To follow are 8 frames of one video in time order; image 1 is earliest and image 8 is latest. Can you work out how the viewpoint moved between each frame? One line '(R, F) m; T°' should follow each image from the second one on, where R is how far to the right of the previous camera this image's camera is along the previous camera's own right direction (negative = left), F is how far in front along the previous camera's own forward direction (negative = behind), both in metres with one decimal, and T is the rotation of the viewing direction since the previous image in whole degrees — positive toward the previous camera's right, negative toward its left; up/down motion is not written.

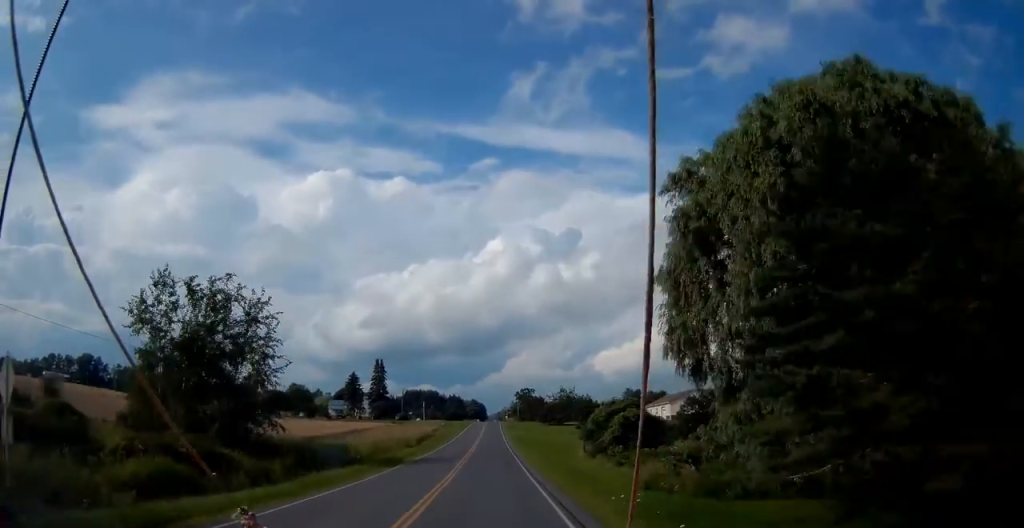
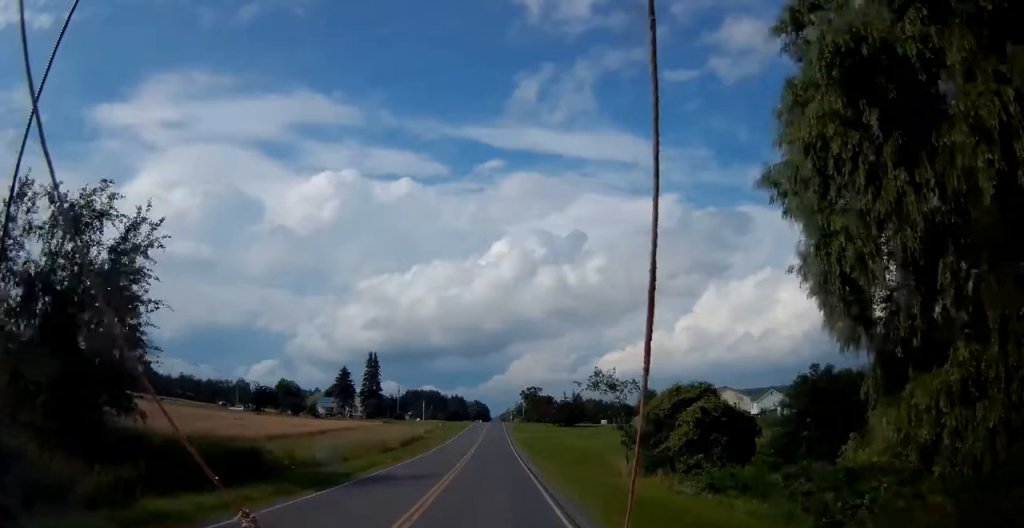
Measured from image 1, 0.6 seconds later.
(0.0, +14.1) m; 0°
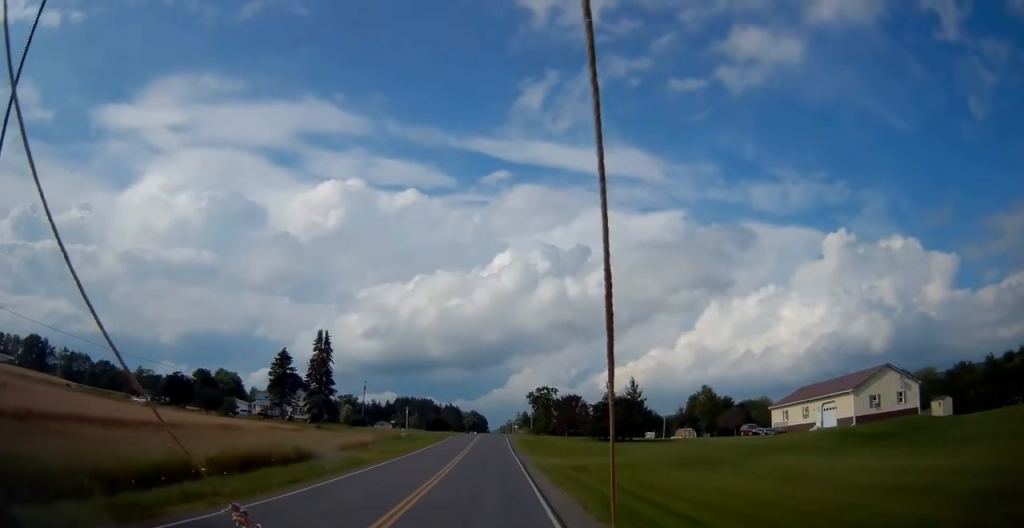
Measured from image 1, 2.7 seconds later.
(+0.2, +44.4) m; 0°
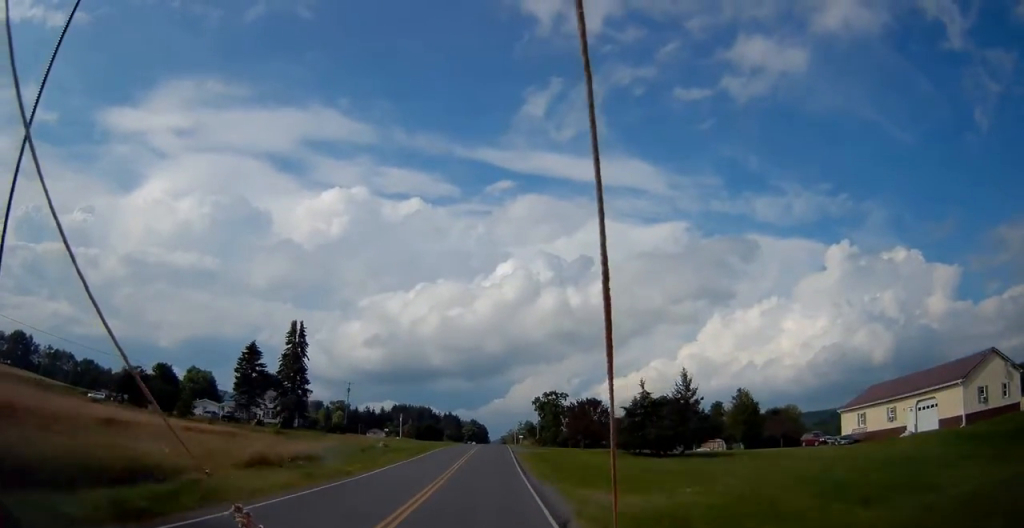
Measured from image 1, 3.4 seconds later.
(-0.2, +15.5) m; 0°
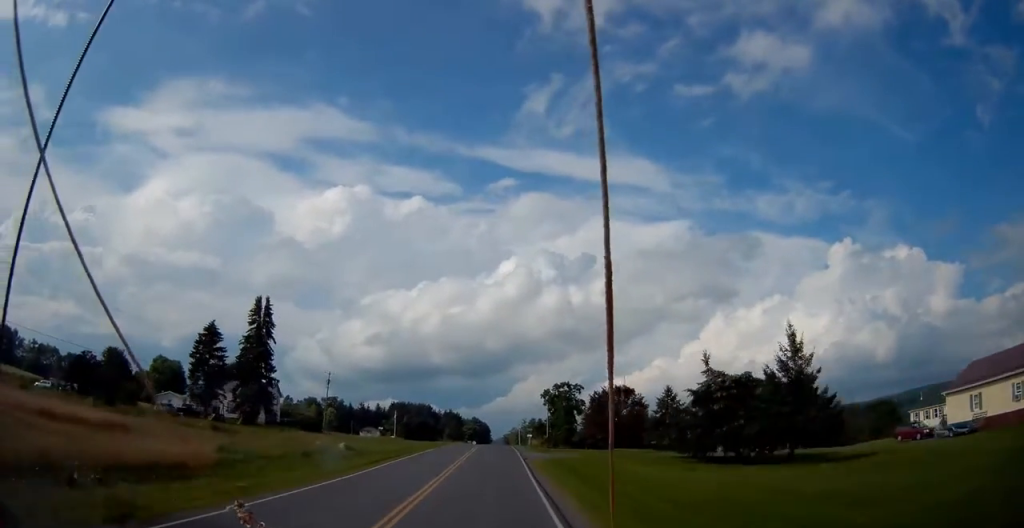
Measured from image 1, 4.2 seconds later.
(0.0, +15.9) m; 0°
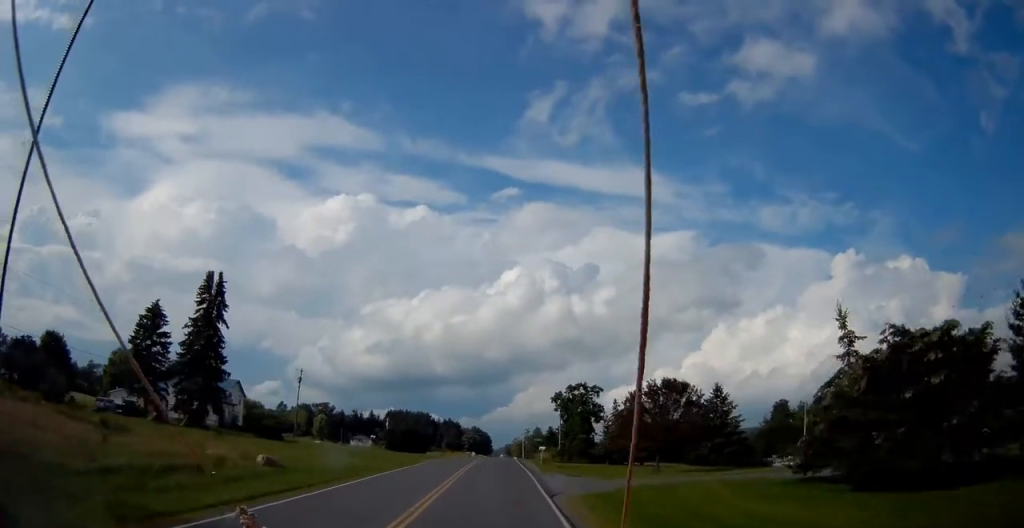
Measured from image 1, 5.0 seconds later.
(0.0, +16.1) m; 0°
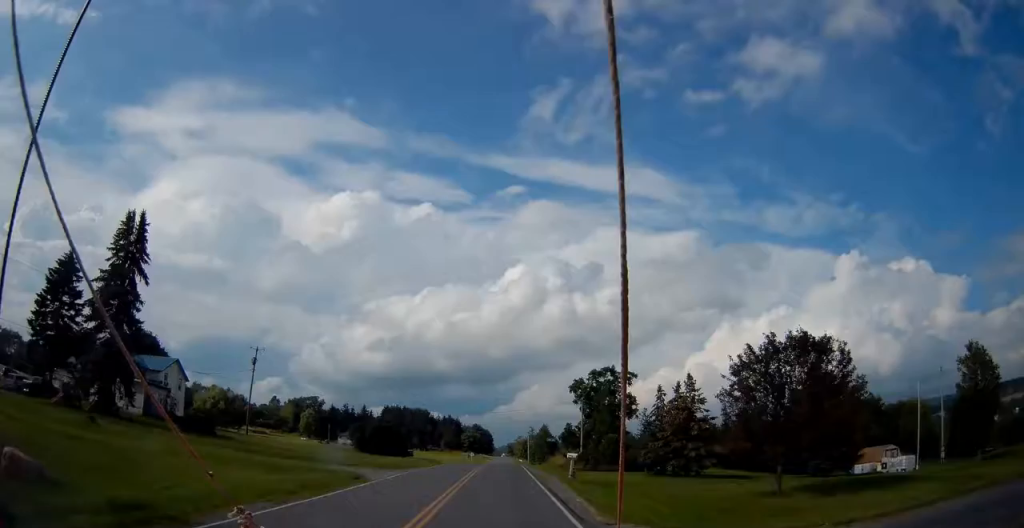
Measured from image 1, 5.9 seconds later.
(-0.1, +18.0) m; 0°
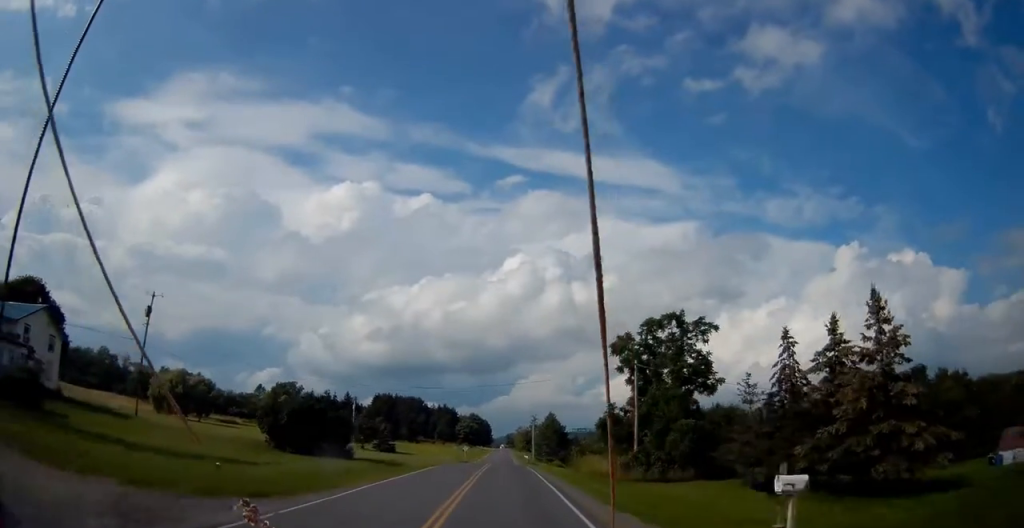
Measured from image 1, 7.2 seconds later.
(+0.1, +23.3) m; 0°
